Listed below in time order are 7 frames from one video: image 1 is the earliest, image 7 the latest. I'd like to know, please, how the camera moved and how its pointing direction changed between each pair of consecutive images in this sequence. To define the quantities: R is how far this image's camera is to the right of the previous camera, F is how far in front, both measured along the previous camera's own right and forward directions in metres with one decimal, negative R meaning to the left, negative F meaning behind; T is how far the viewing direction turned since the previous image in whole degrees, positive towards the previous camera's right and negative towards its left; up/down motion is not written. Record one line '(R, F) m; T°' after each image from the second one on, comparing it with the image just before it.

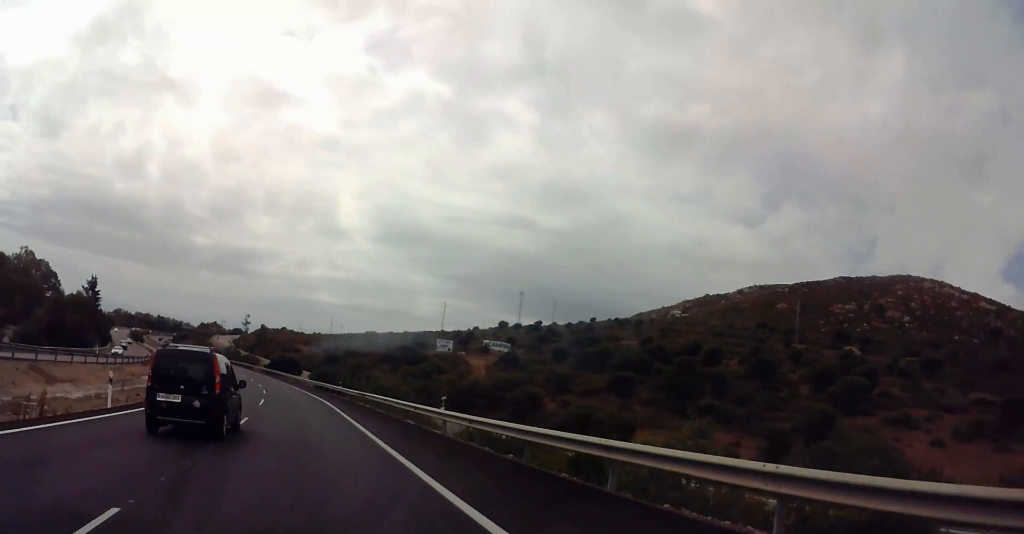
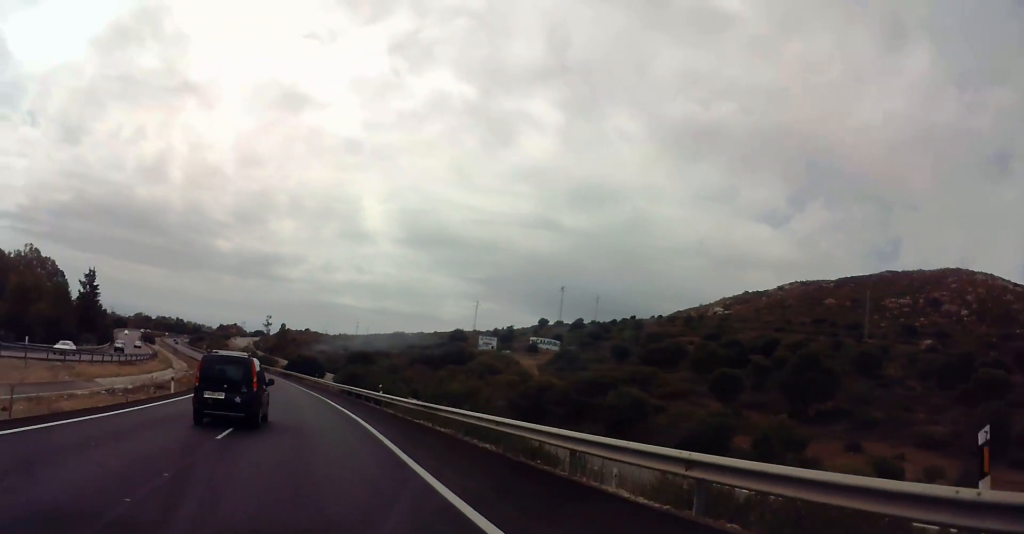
(-0.4, +18.1) m; -1°
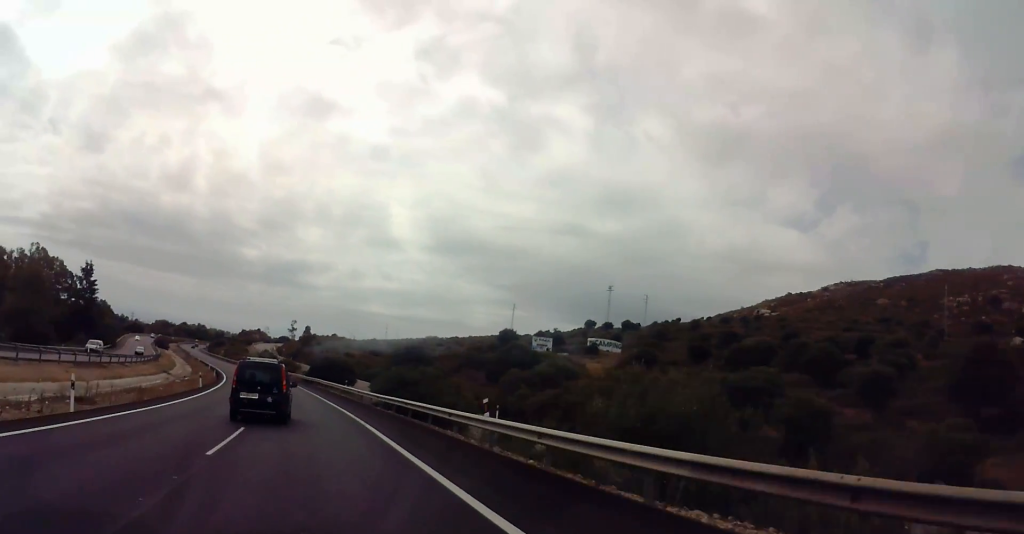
(-0.1, +19.1) m; -3°
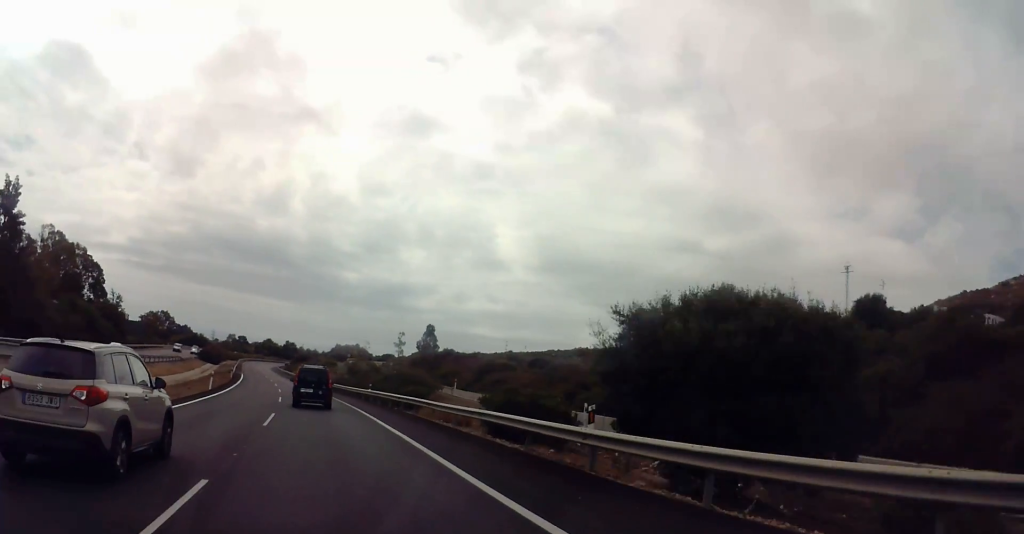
(-5.7, +70.6) m; -7°
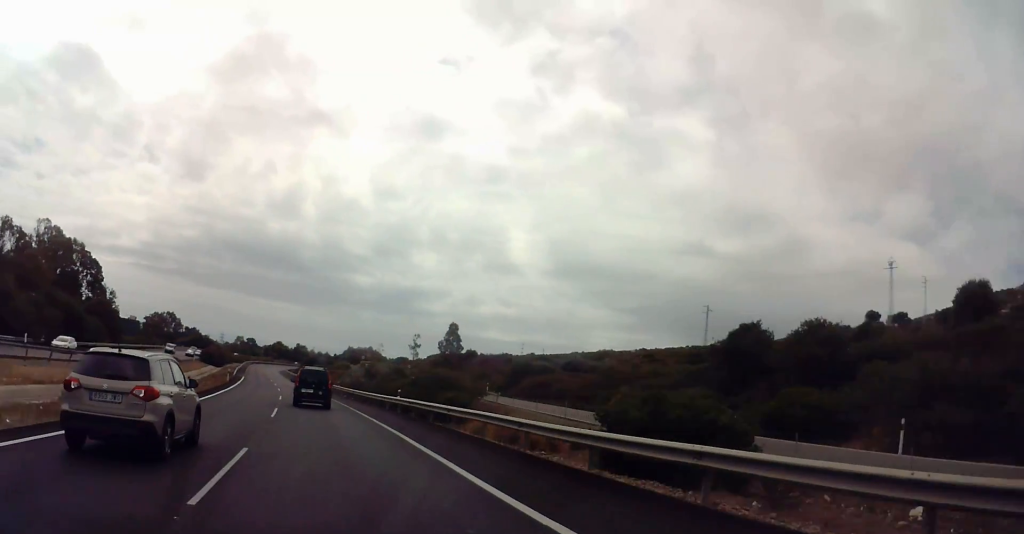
(-0.2, +12.0) m; -1°
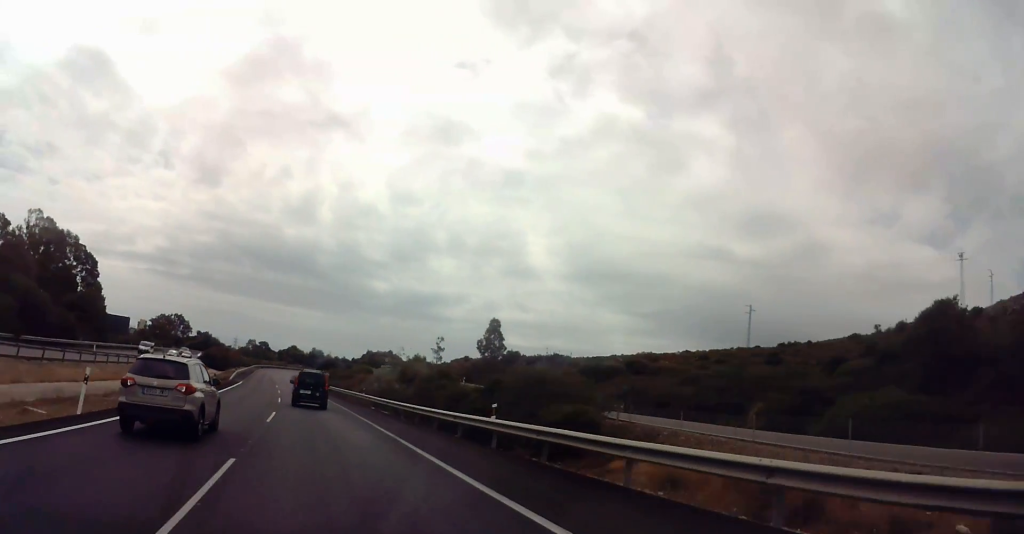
(0.0, +16.9) m; -2°
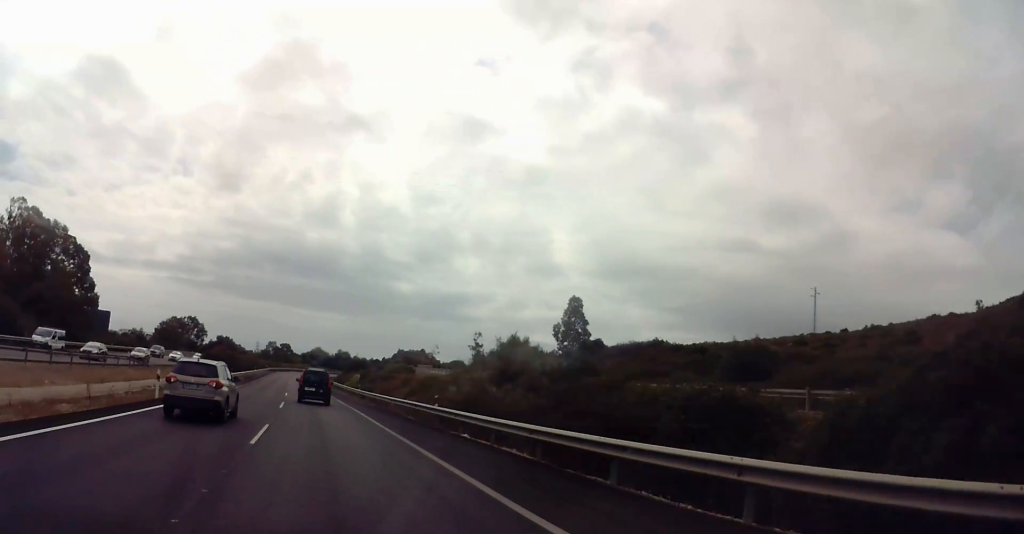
(-0.6, +23.0) m; -2°
